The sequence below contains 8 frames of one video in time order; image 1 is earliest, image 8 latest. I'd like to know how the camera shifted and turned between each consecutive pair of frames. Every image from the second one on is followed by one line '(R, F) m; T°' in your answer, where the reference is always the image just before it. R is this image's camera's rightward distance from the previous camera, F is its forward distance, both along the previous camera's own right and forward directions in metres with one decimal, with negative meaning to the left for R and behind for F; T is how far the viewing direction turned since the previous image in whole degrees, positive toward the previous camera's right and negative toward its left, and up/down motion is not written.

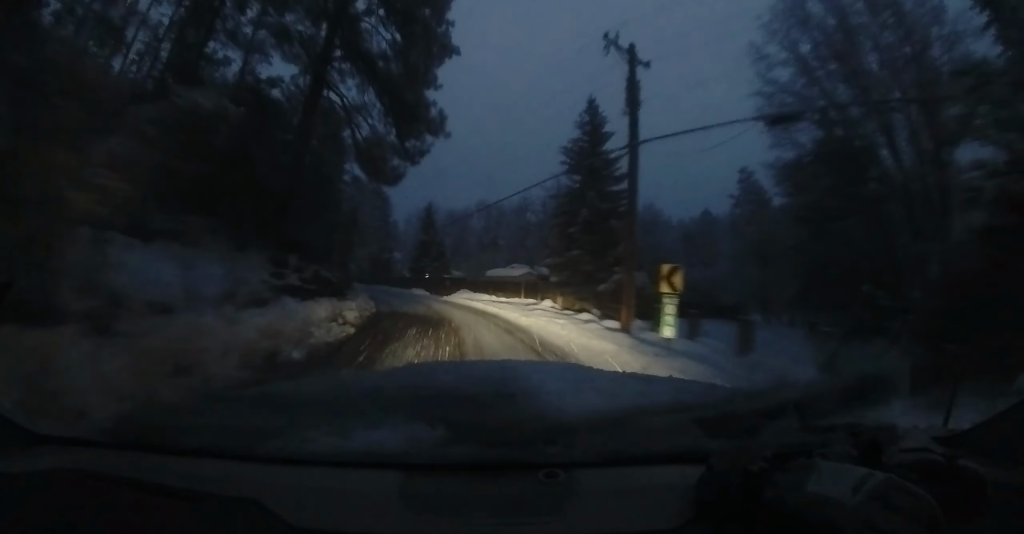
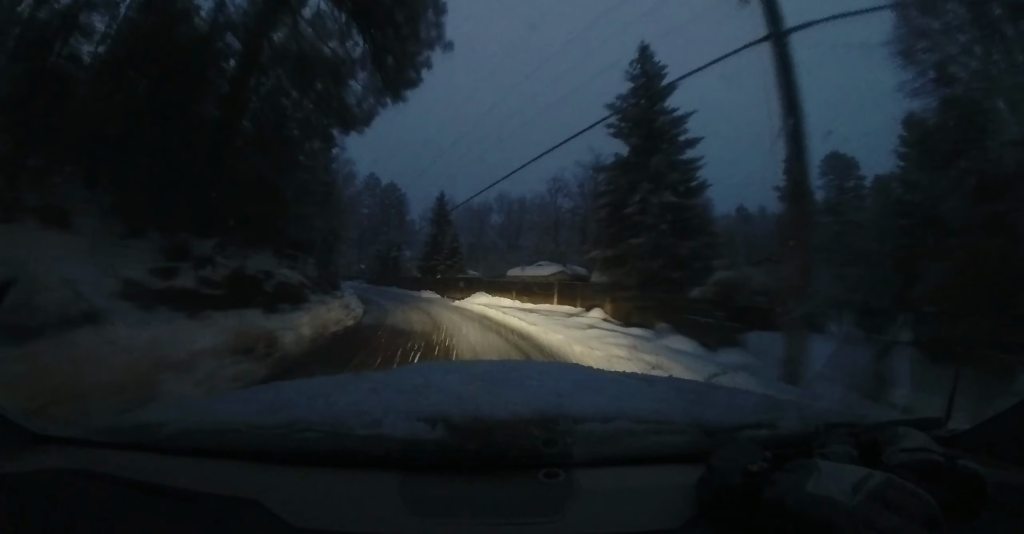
(0.0, +5.3) m; -6°
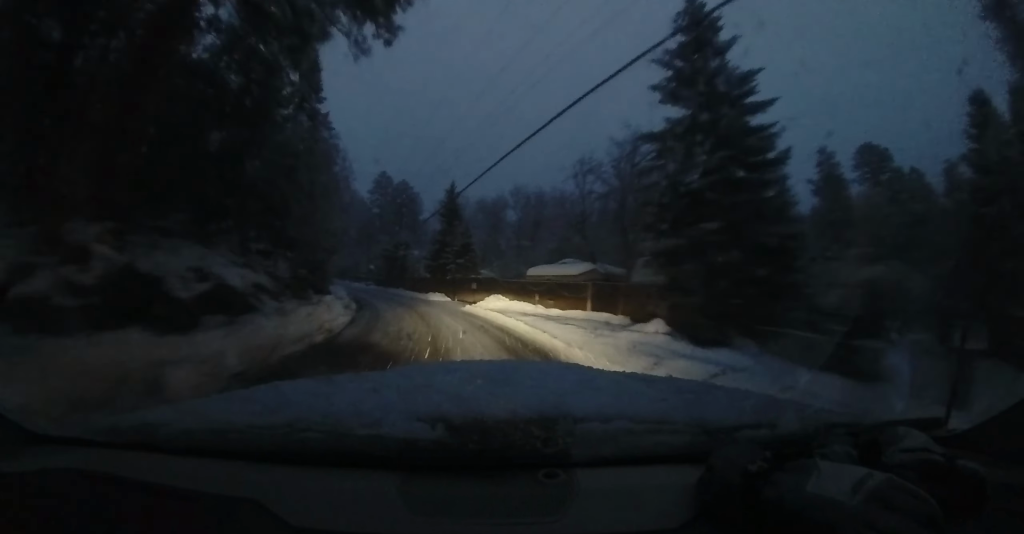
(-0.2, +3.6) m; -5°
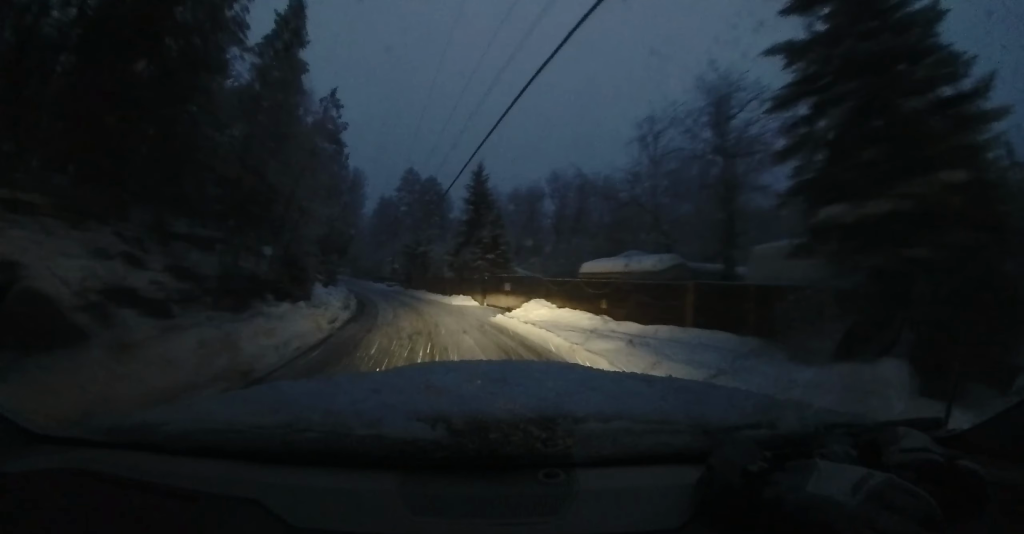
(-0.5, +5.1) m; -7°
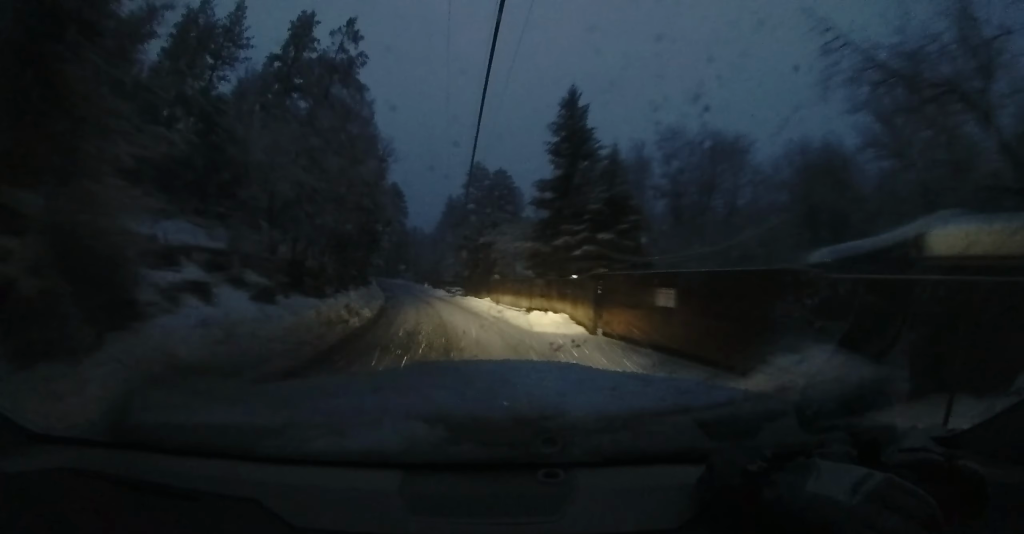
(-1.2, +10.1) m; -13°
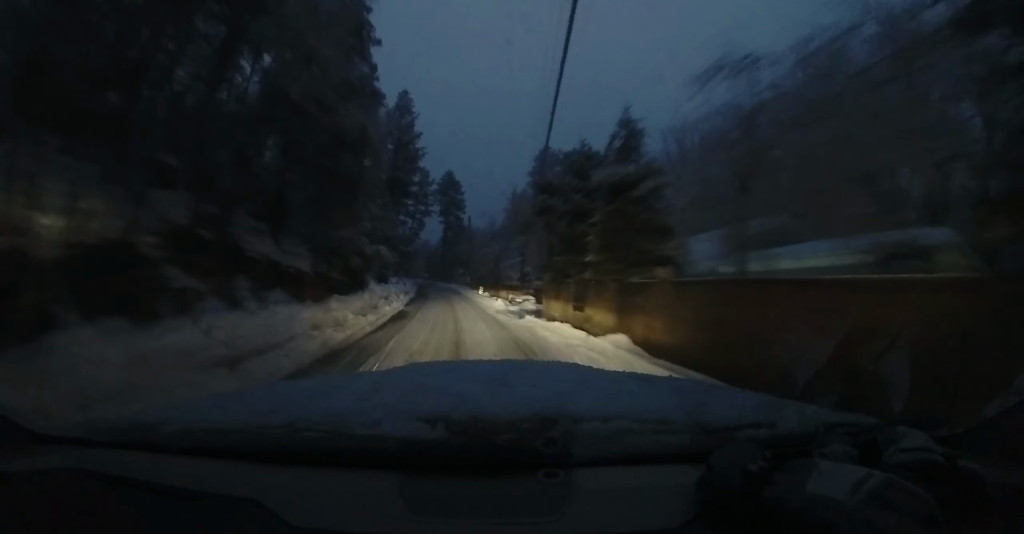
(-1.0, +13.2) m; -7°
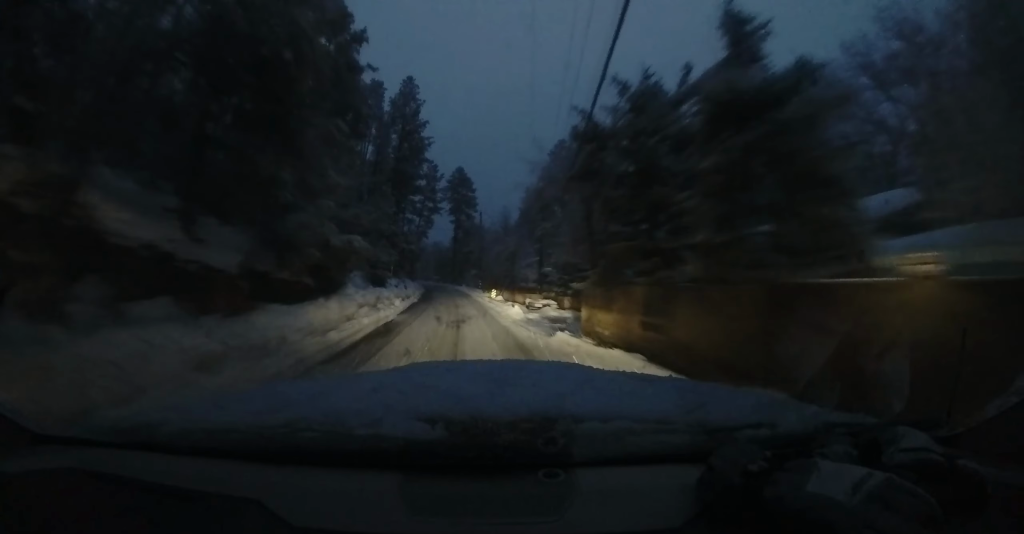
(+0.1, +3.7) m; -3°
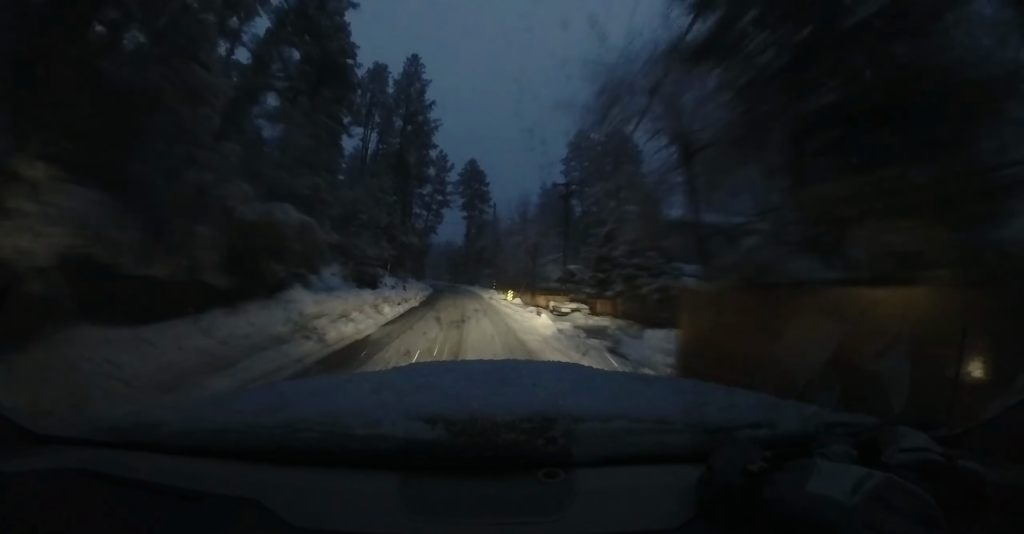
(-0.3, +4.3) m; -3°
